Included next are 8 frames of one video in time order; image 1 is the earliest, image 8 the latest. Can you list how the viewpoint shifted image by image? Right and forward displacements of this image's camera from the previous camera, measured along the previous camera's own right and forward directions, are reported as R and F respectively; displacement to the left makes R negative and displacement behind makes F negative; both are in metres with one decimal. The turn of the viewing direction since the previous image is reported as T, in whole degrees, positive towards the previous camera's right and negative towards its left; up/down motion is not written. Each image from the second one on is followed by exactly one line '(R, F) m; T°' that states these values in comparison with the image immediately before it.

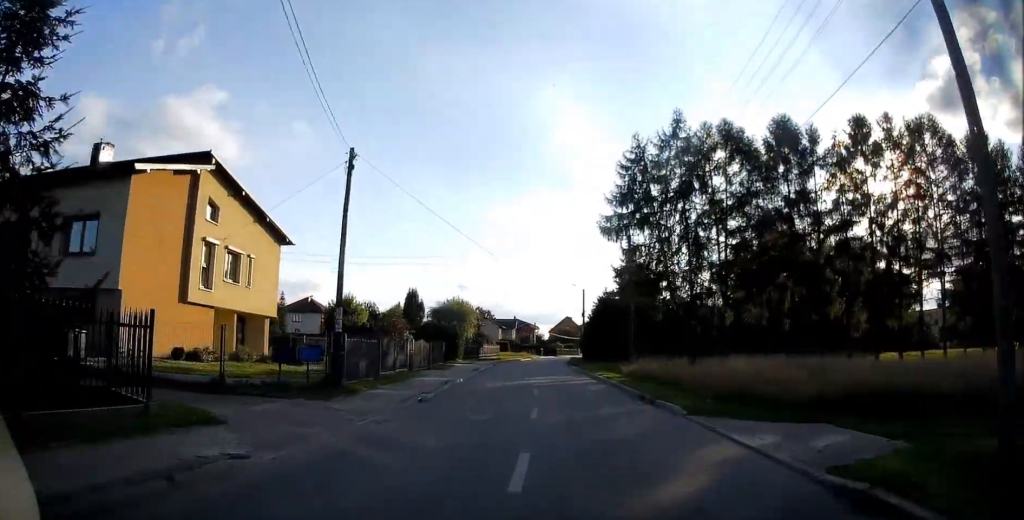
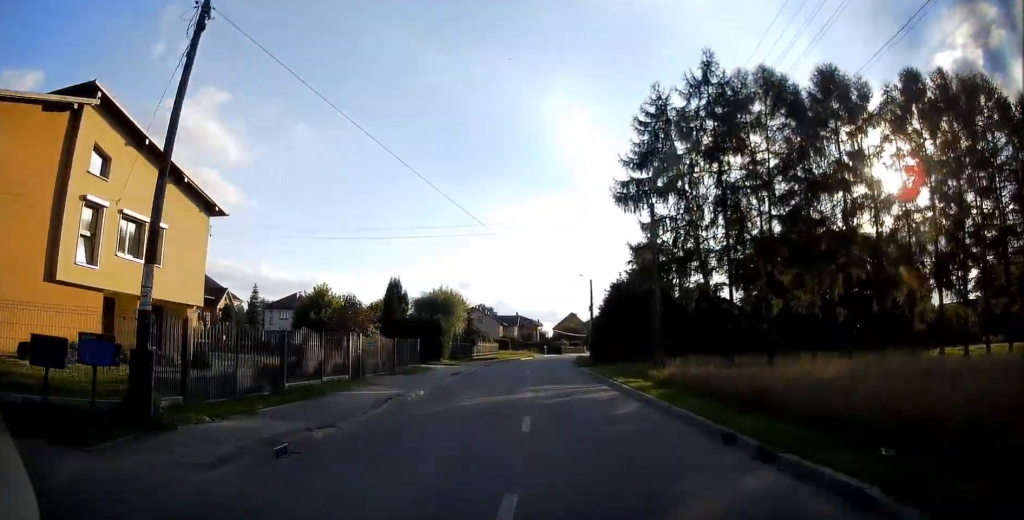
(0.0, +8.1) m; 0°
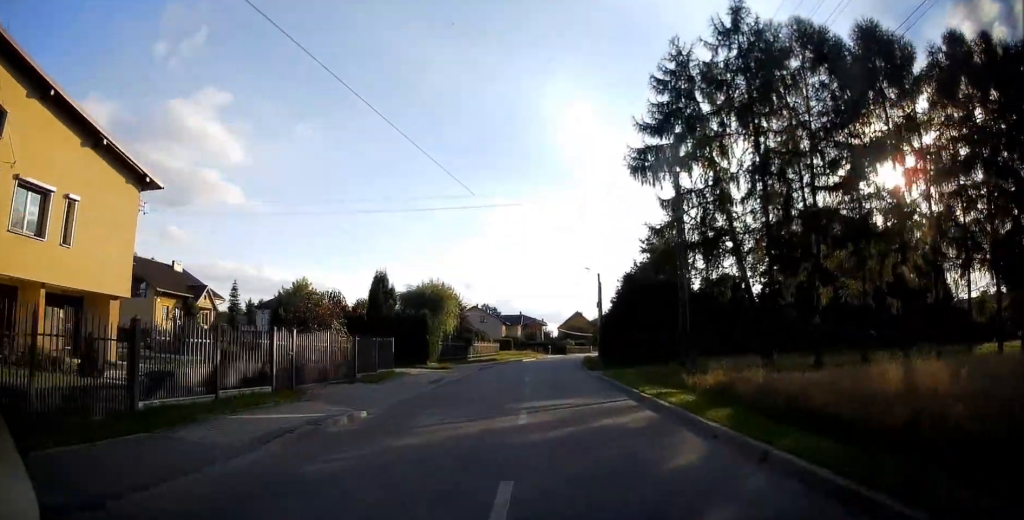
(0.0, +5.5) m; 0°
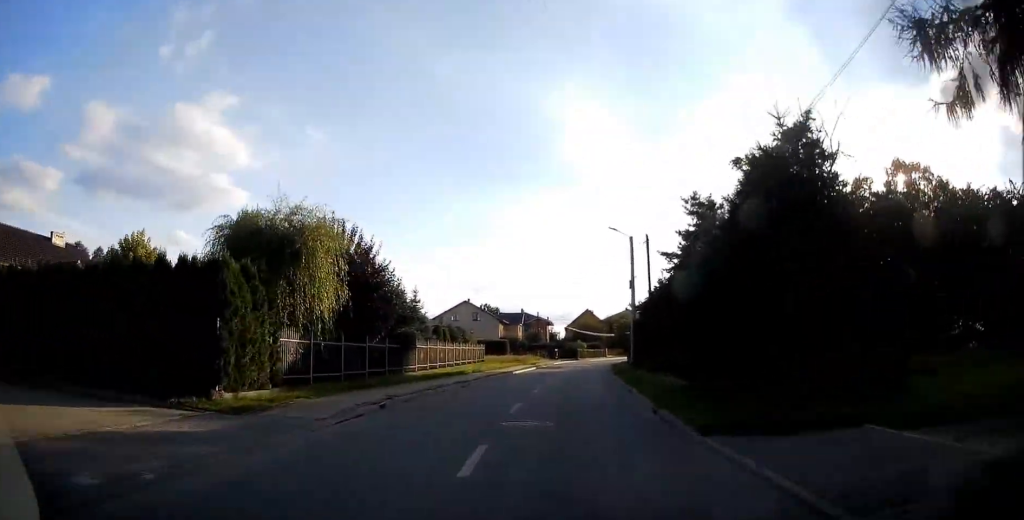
(+0.5, +22.3) m; +2°
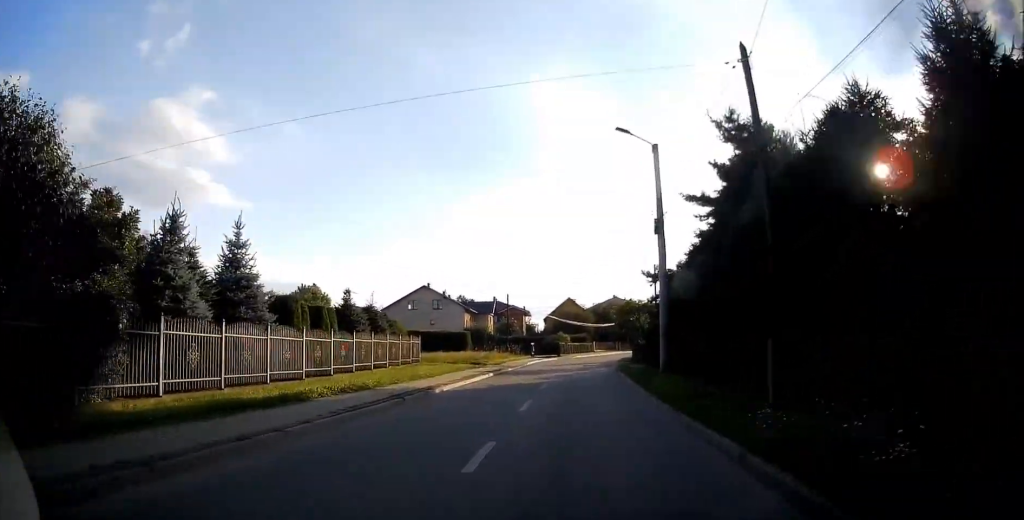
(-0.3, +18.0) m; -1°
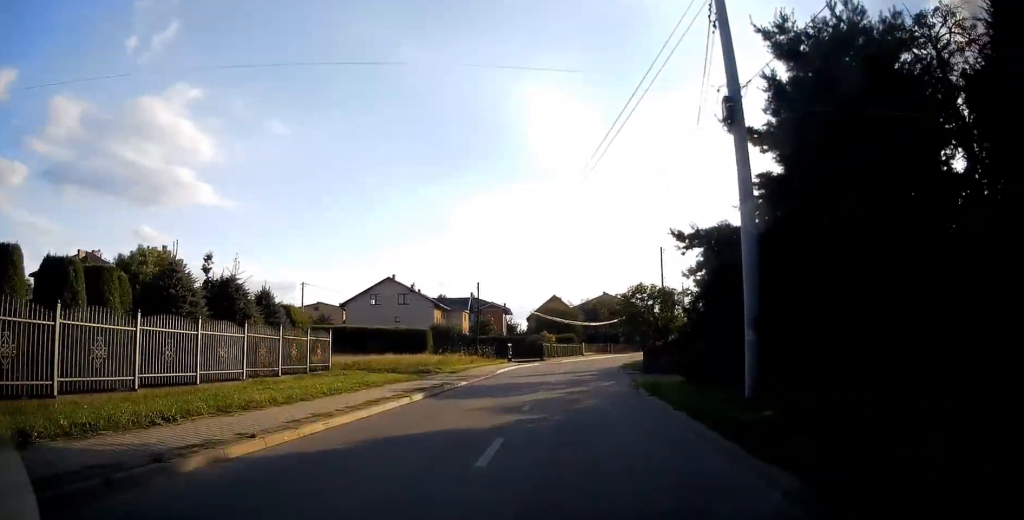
(+0.1, +11.8) m; +2°
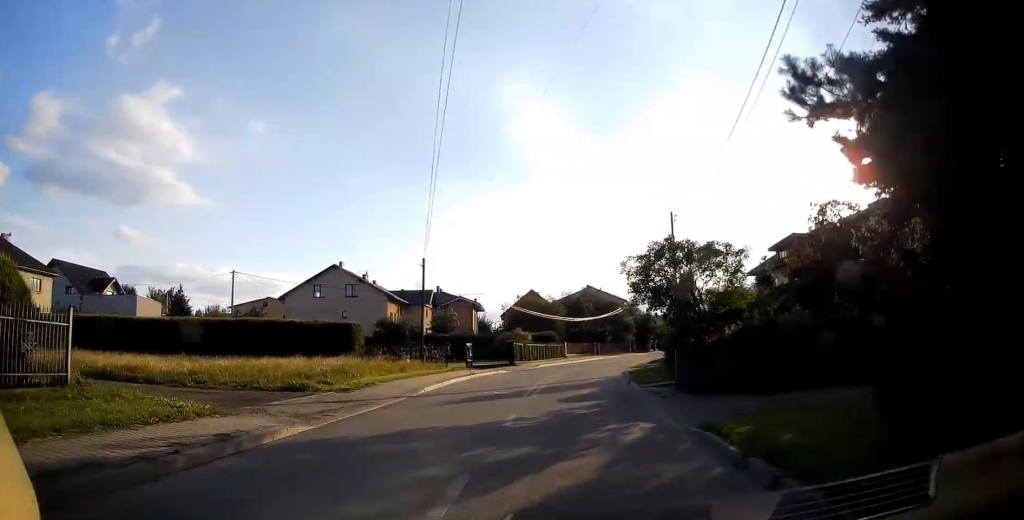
(+0.4, +12.6) m; +2°
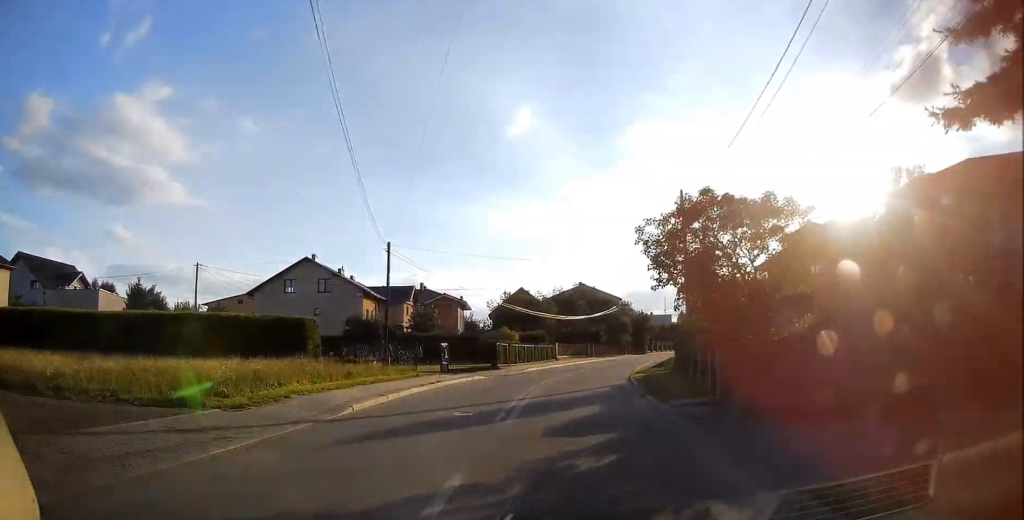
(0.0, +5.4) m; +1°
